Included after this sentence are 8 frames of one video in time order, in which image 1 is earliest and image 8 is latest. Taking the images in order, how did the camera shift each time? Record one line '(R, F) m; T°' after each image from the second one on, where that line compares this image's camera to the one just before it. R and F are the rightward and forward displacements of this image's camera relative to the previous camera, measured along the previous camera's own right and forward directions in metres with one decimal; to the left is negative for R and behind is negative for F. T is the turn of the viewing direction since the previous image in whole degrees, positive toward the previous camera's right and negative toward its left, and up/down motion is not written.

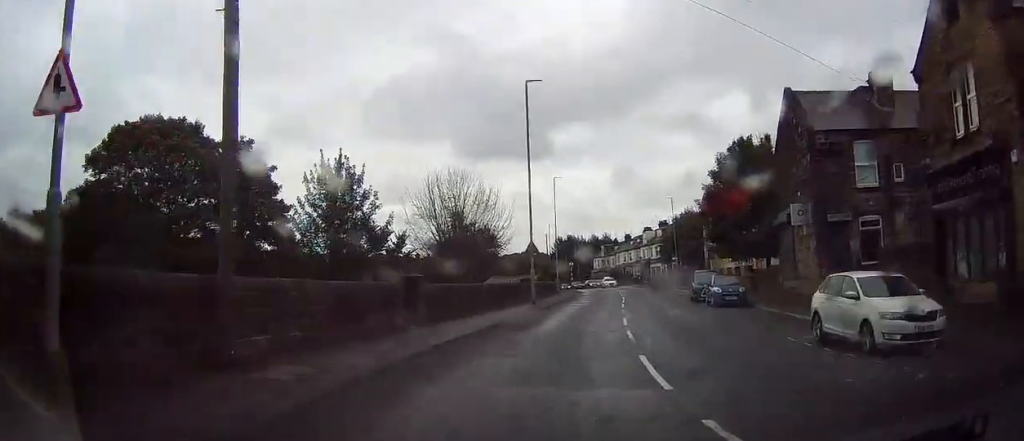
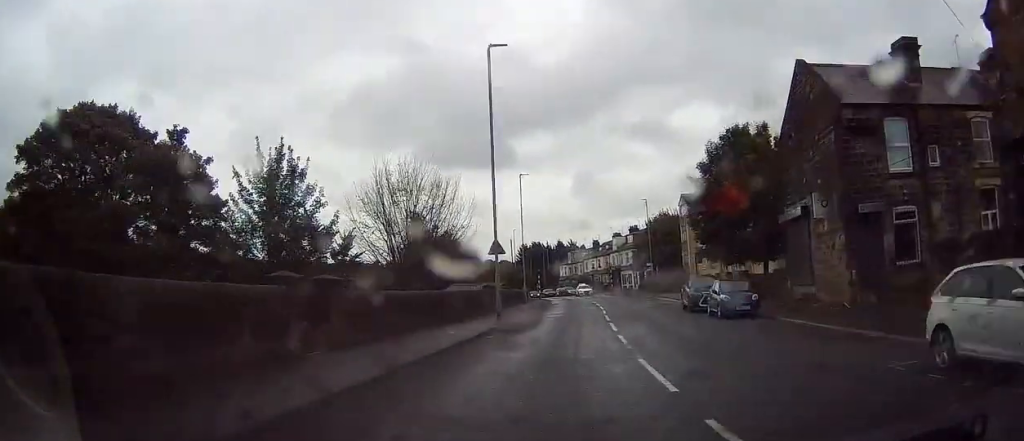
(+0.4, +5.6) m; +4°
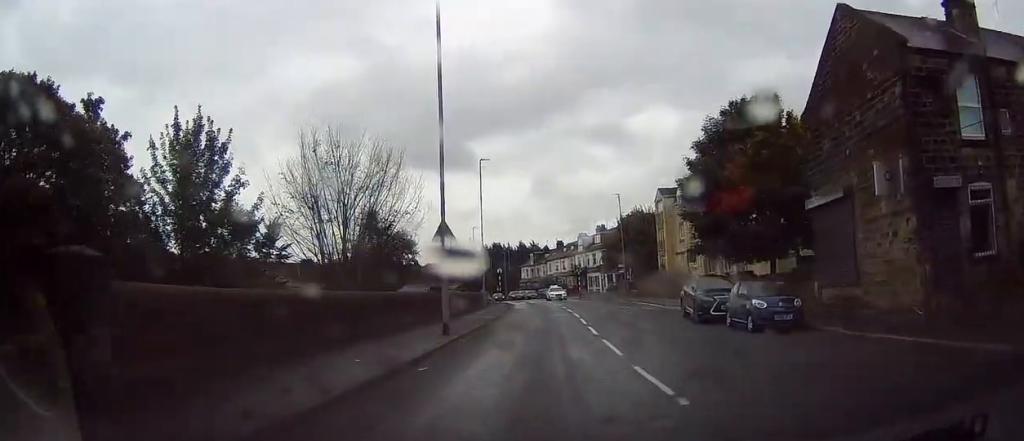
(+0.3, +6.9) m; +3°
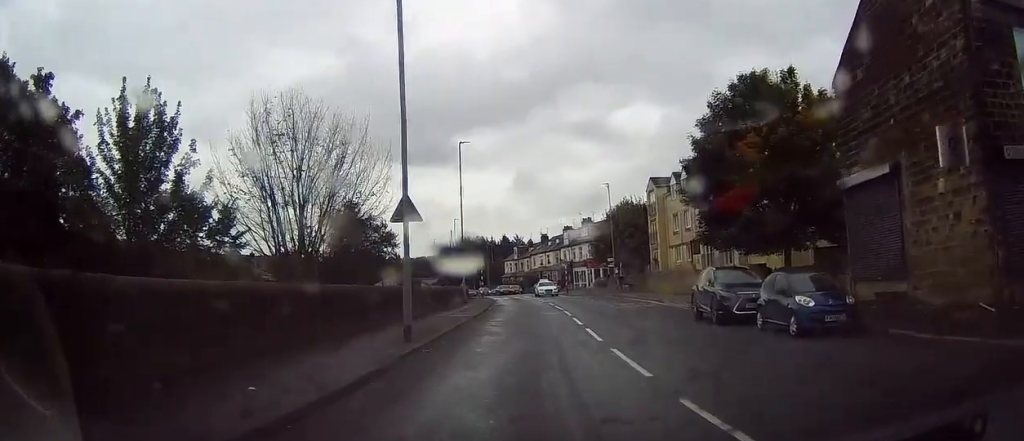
(0.0, +4.0) m; +1°
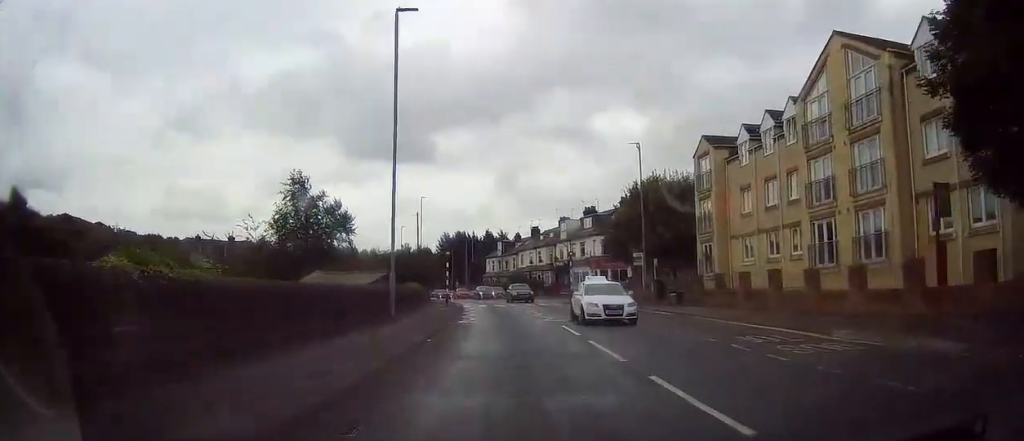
(+1.4, +21.2) m; +5°
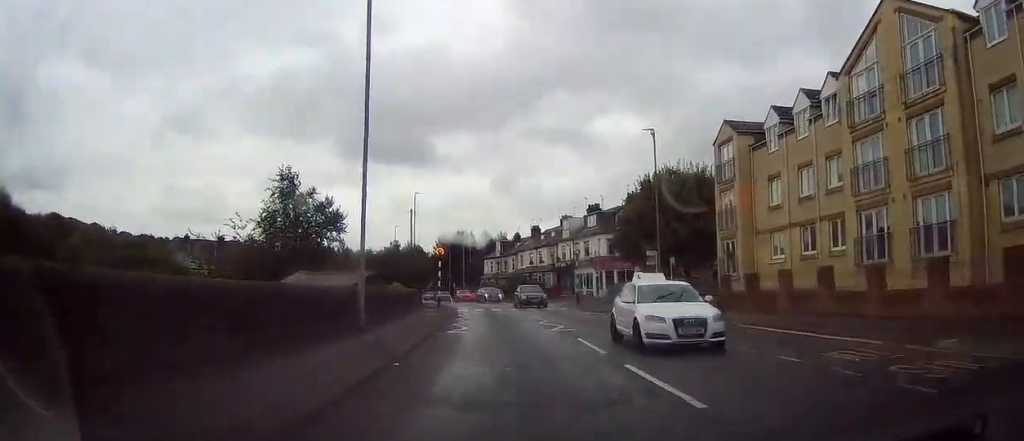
(-0.2, +4.5) m; -1°
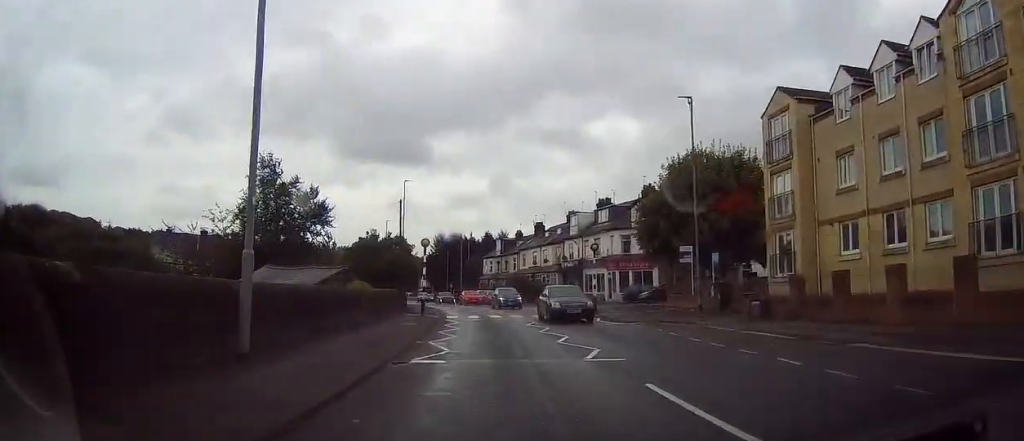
(-0.1, +7.7) m; -1°
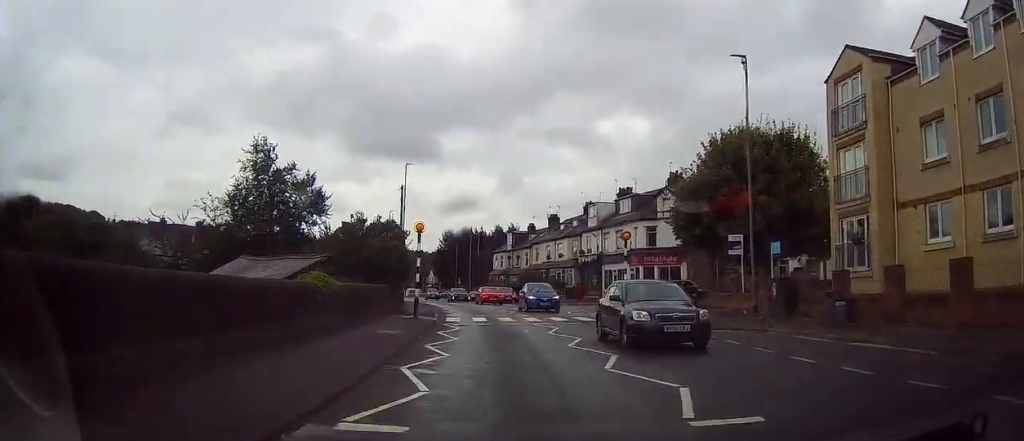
(0.0, +5.9) m; 0°
